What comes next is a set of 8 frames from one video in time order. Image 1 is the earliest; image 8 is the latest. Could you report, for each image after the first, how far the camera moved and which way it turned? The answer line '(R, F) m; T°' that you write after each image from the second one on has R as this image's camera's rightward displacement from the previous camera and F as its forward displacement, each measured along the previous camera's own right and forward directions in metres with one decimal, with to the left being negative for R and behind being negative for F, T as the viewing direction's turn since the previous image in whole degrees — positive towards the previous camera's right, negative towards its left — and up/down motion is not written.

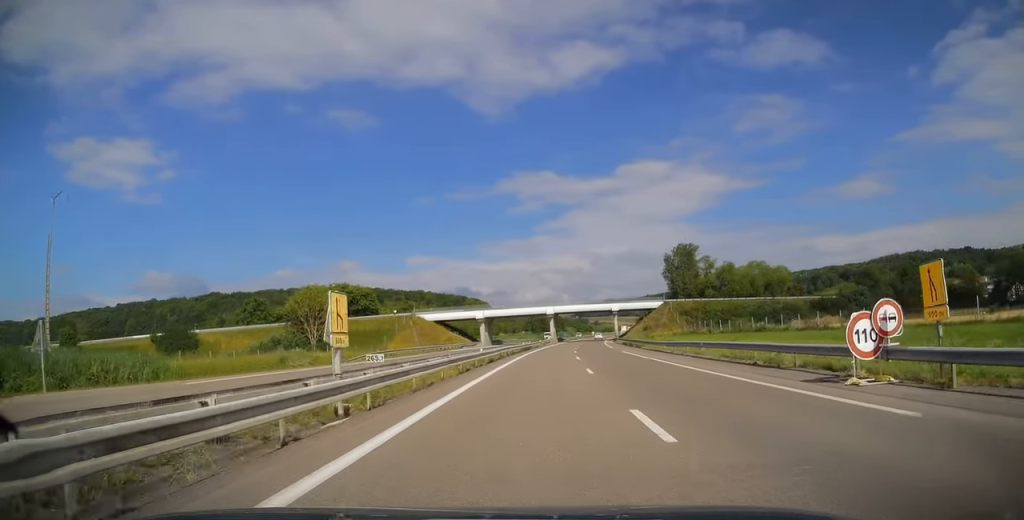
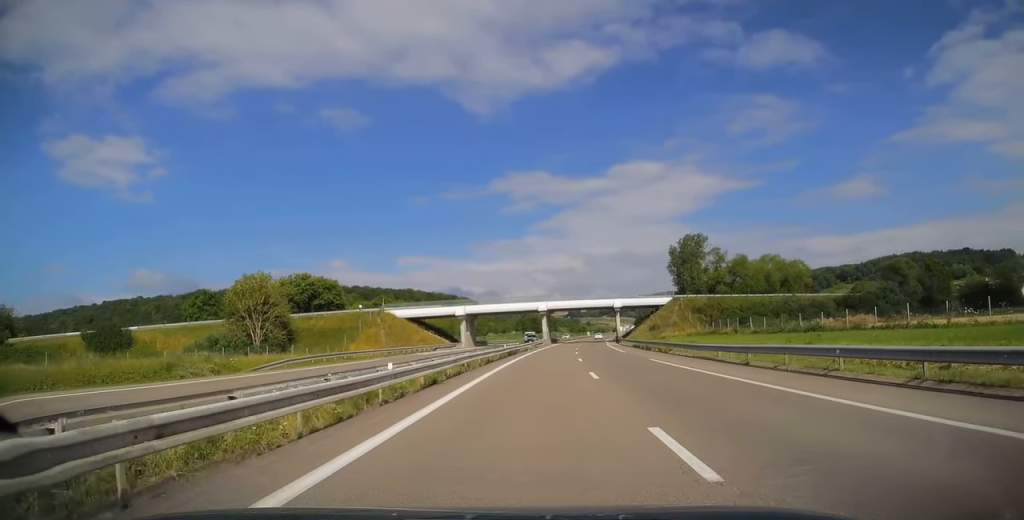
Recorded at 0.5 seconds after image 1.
(+0.3, +15.1) m; +1°
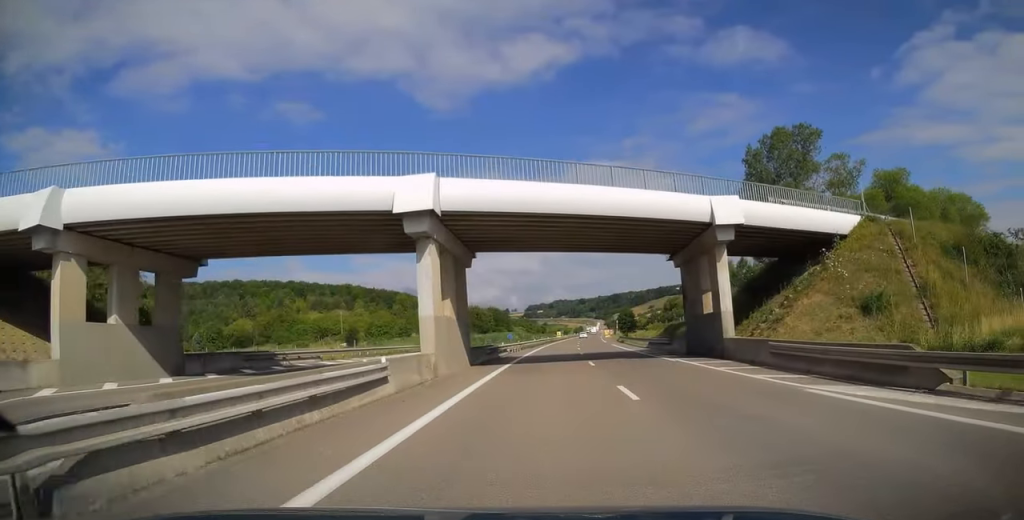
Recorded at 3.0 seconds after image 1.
(+2.0, +71.5) m; +4°
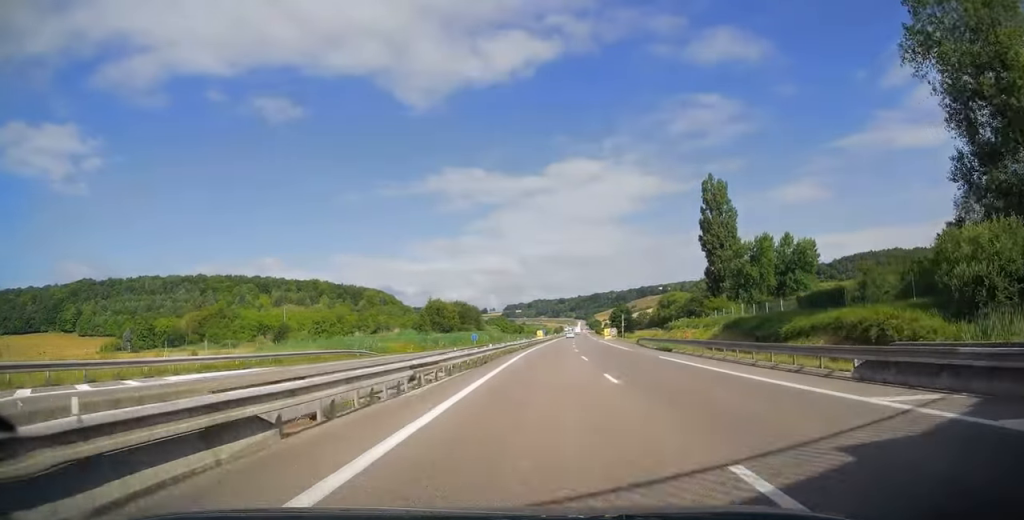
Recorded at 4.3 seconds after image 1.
(+0.5, +35.0) m; +1°
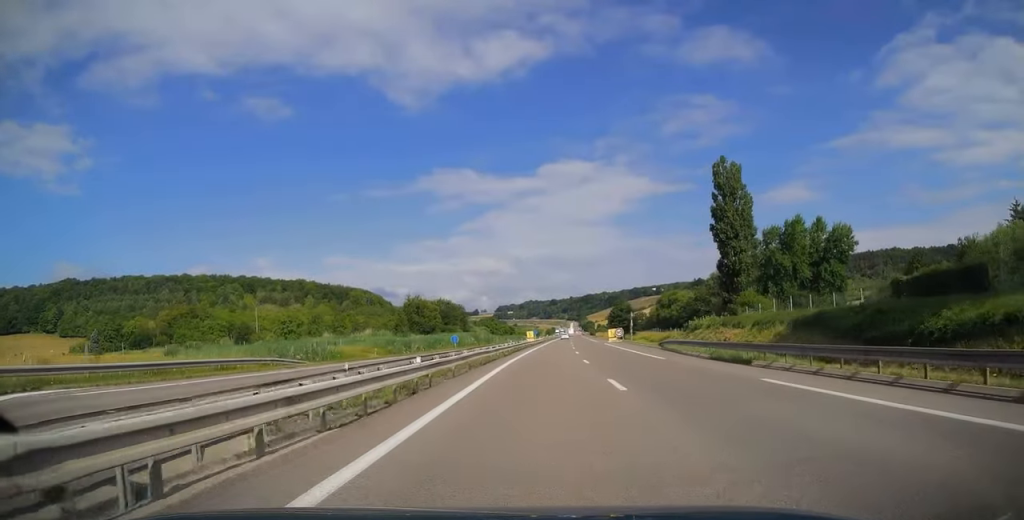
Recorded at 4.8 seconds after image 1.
(+0.1, +14.8) m; +1°
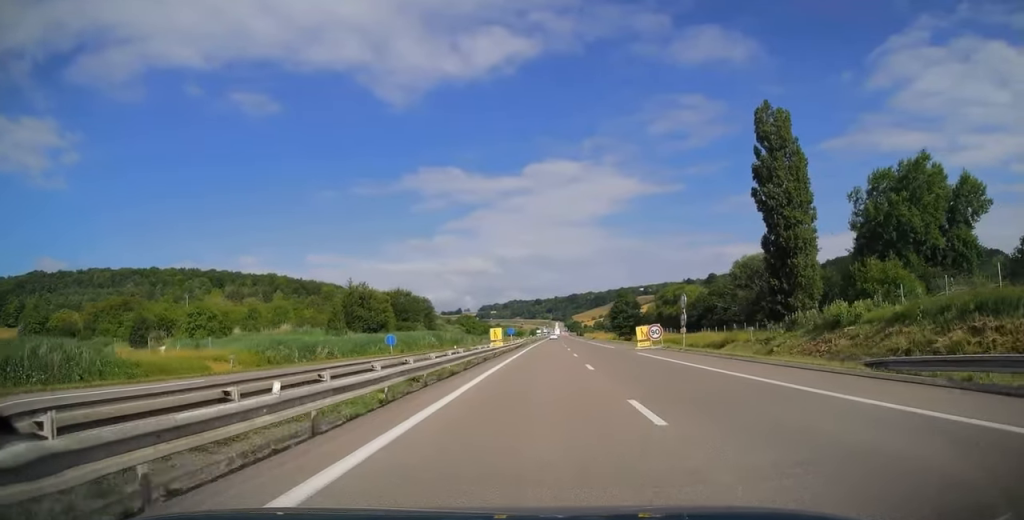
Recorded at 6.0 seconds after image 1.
(+0.4, +30.9) m; +1°
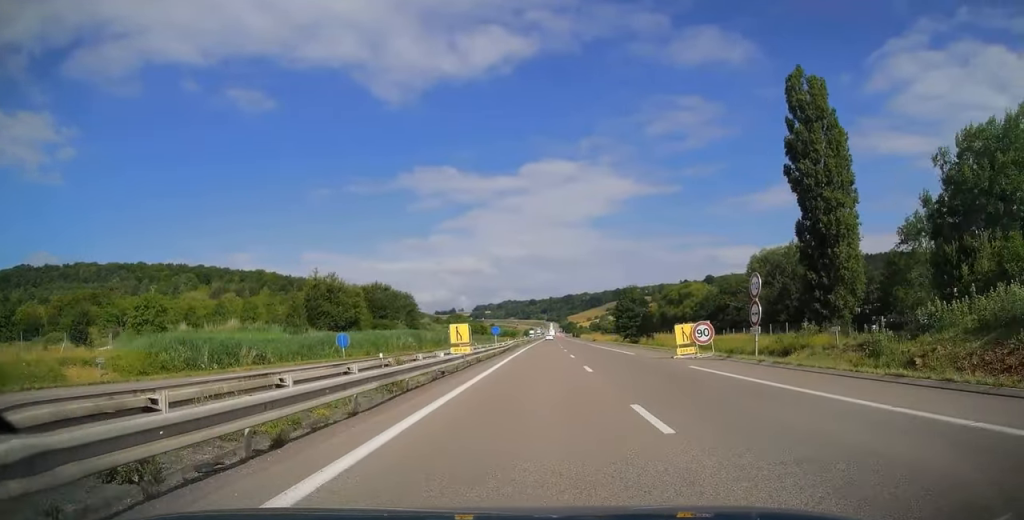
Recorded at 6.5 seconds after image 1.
(0.0, +13.5) m; 0°
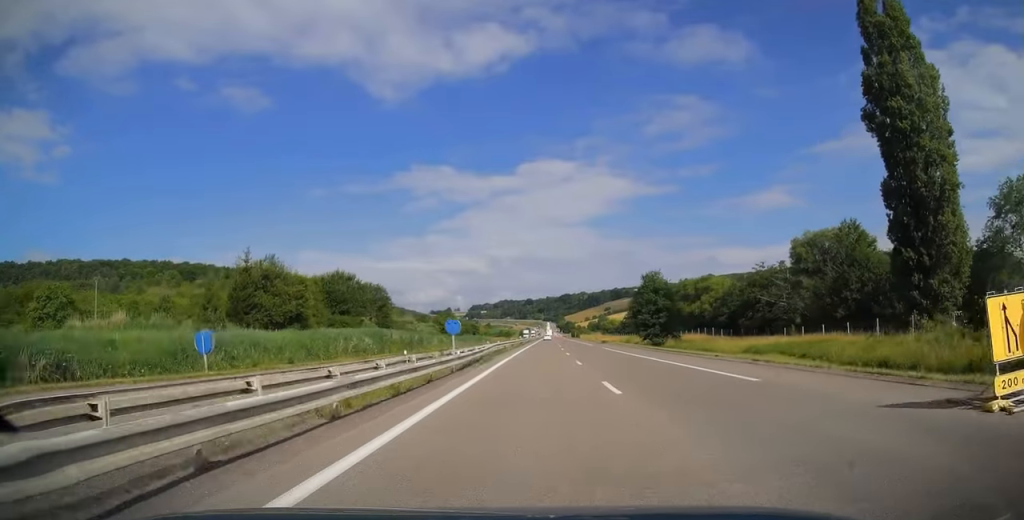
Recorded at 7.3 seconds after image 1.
(+0.1, +20.6) m; 0°
